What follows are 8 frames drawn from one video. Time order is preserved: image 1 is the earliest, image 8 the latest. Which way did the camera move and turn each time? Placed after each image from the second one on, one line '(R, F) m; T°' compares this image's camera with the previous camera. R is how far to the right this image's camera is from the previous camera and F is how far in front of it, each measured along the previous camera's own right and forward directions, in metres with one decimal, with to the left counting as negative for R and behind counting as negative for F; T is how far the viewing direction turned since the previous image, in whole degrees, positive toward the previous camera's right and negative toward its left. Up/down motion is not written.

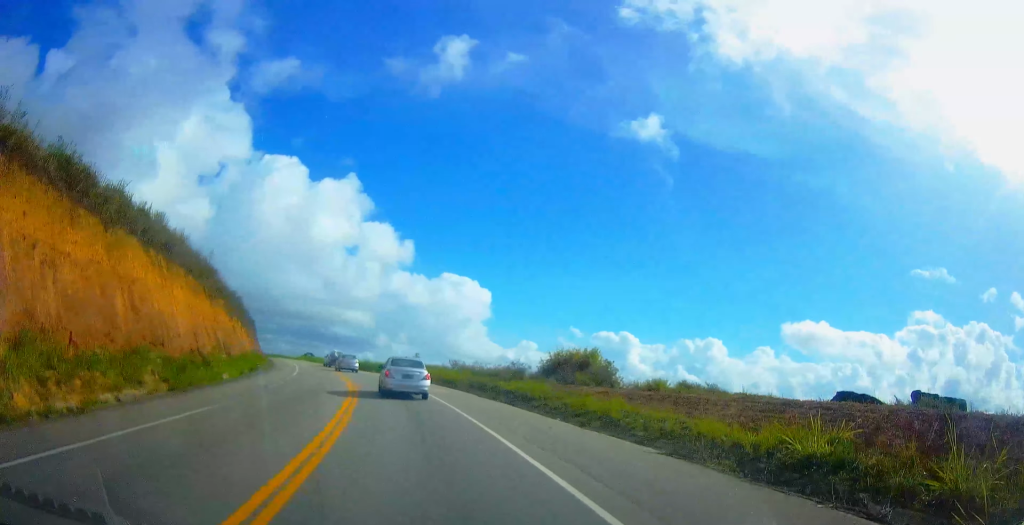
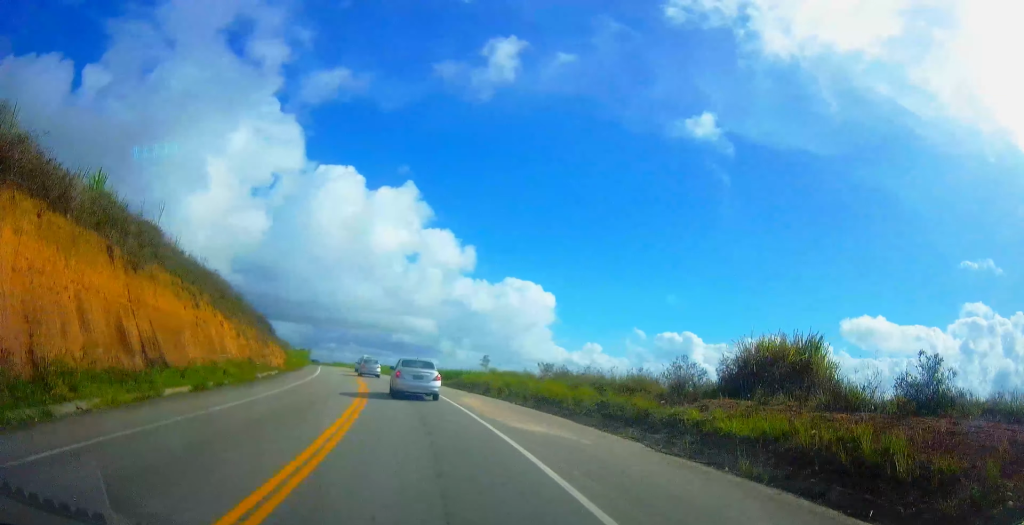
(-0.7, +16.3) m; -6°
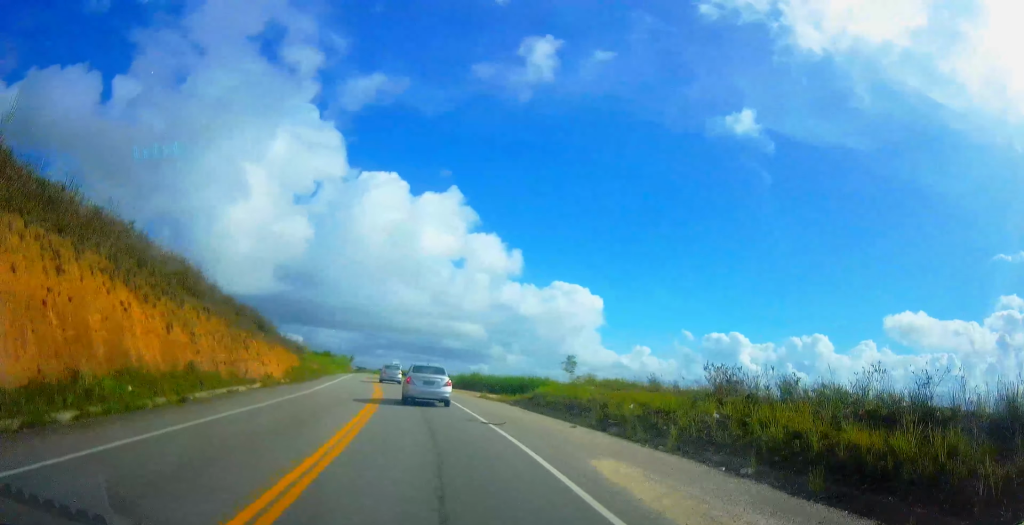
(-0.6, +14.7) m; -6°
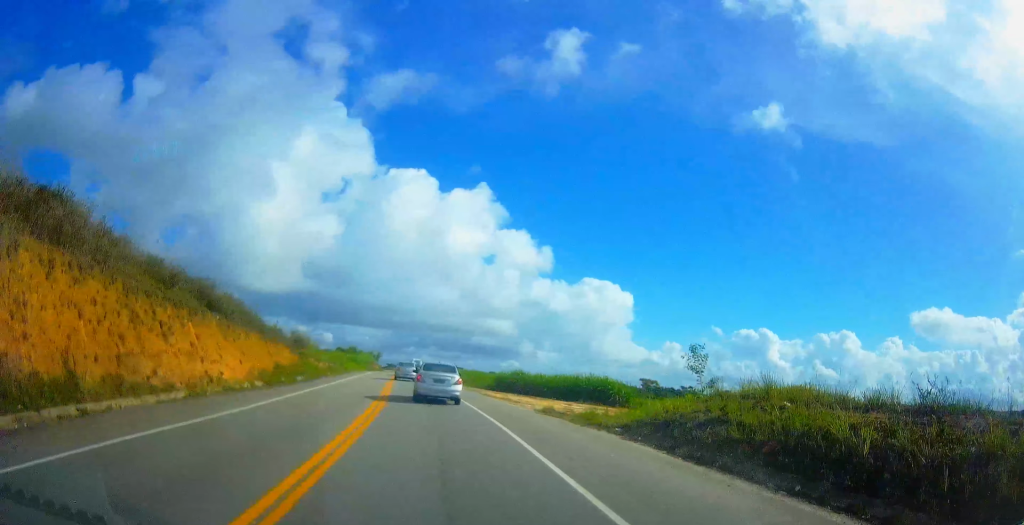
(-0.8, +12.4) m; -5°
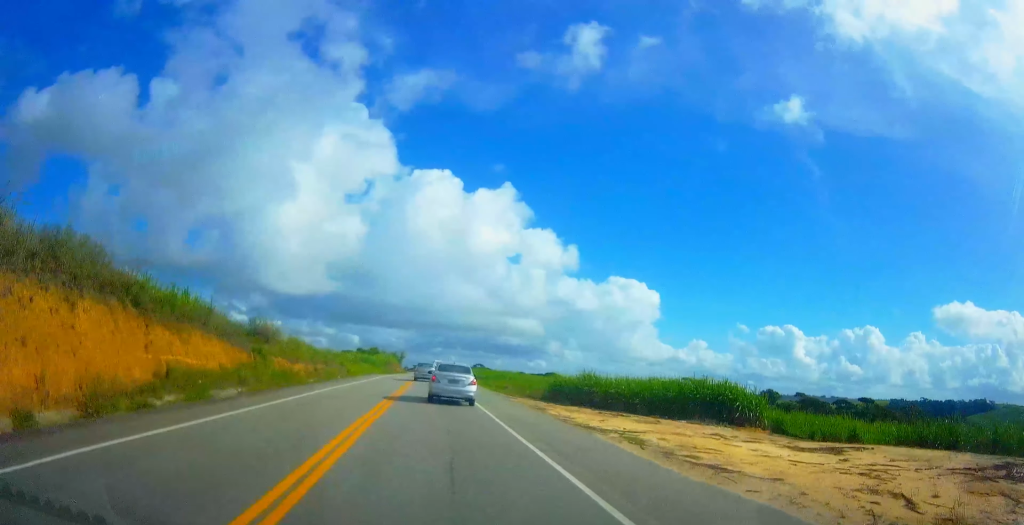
(-0.7, +17.9) m; -5°
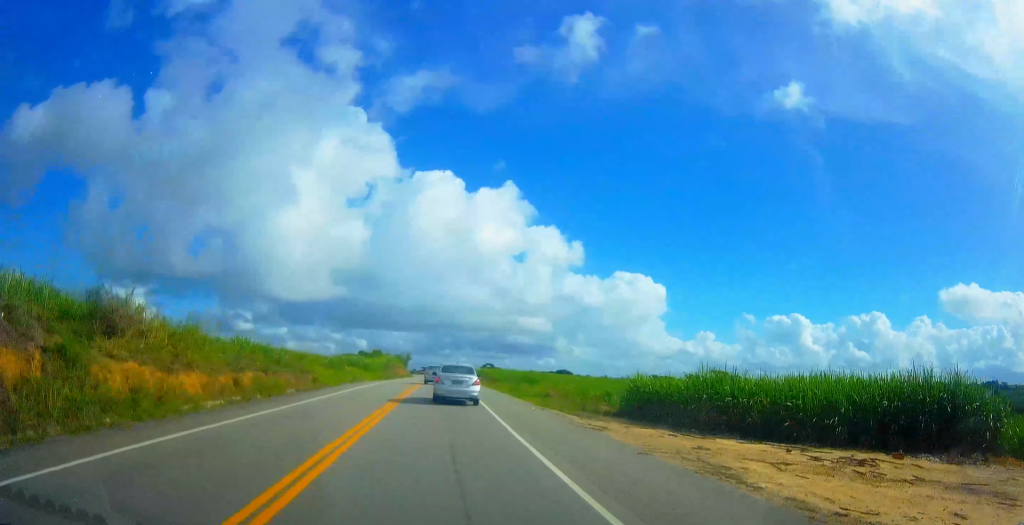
(-0.9, +18.0) m; -4°
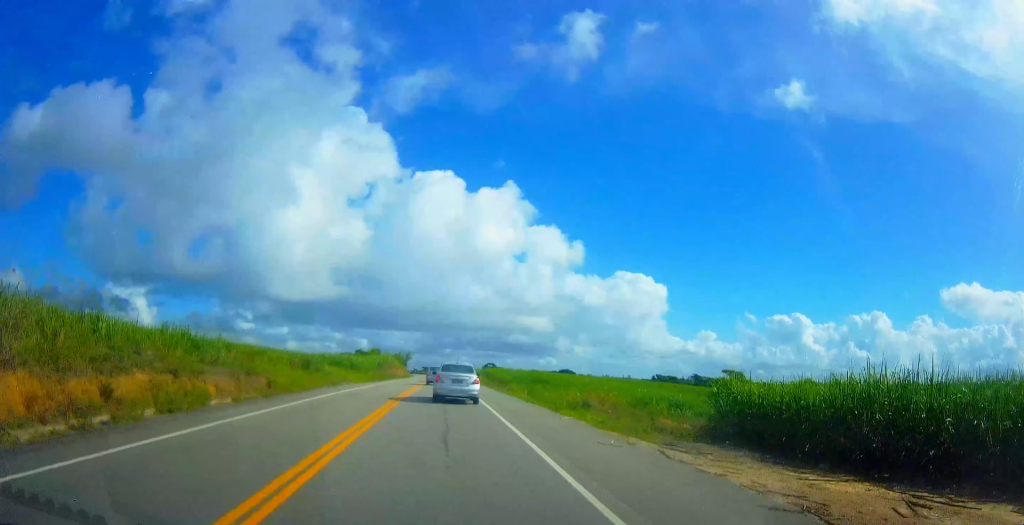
(-0.1, +10.3) m; -1°
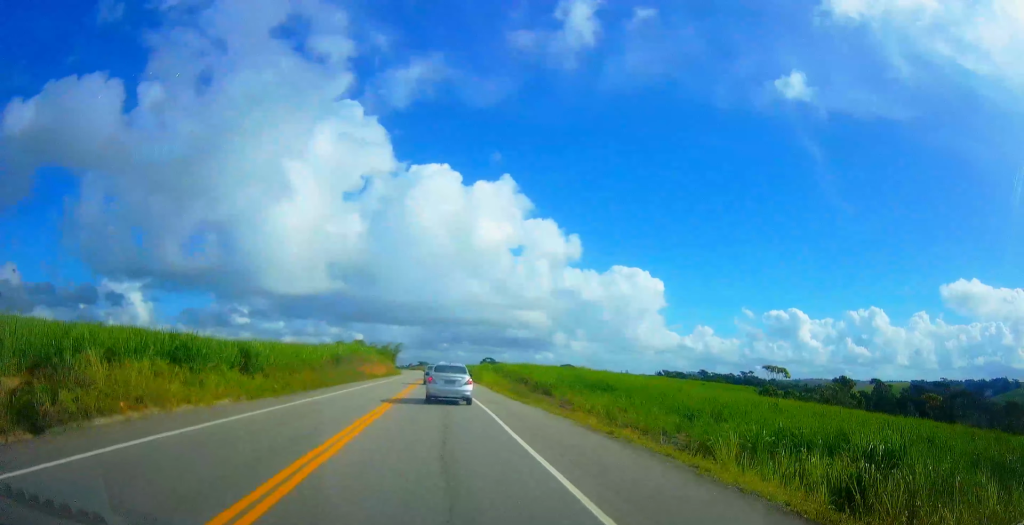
(-0.7, +32.9) m; -3°
